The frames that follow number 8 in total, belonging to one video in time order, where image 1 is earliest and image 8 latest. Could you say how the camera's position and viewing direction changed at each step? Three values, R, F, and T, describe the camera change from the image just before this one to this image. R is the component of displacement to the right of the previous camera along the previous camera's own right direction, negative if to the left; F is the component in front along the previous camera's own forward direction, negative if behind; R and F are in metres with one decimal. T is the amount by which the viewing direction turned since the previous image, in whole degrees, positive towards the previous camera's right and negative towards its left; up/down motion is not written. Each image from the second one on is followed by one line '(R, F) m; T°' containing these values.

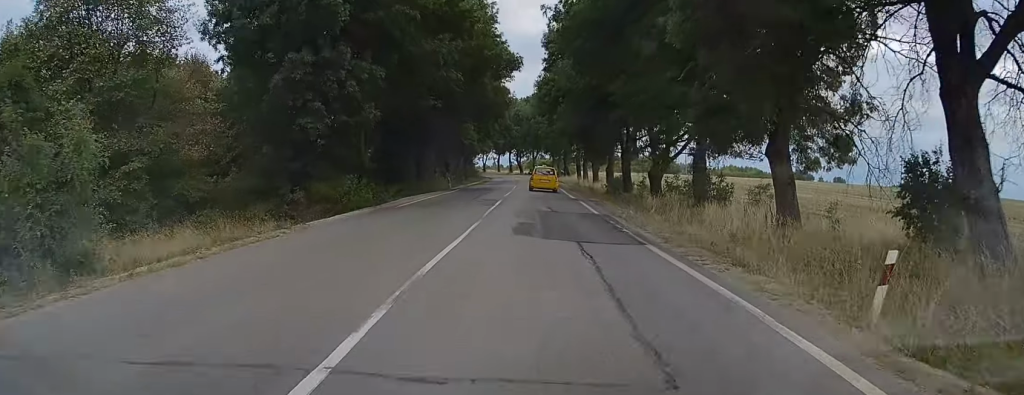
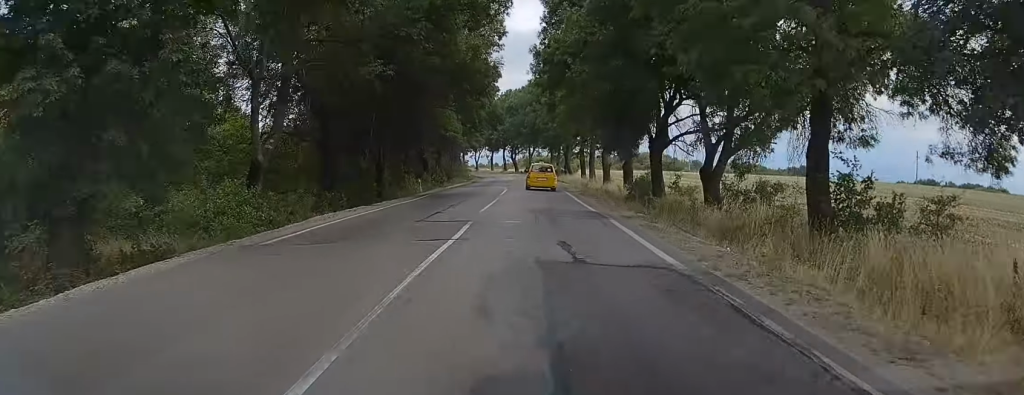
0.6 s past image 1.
(0.0, +13.6) m; 0°
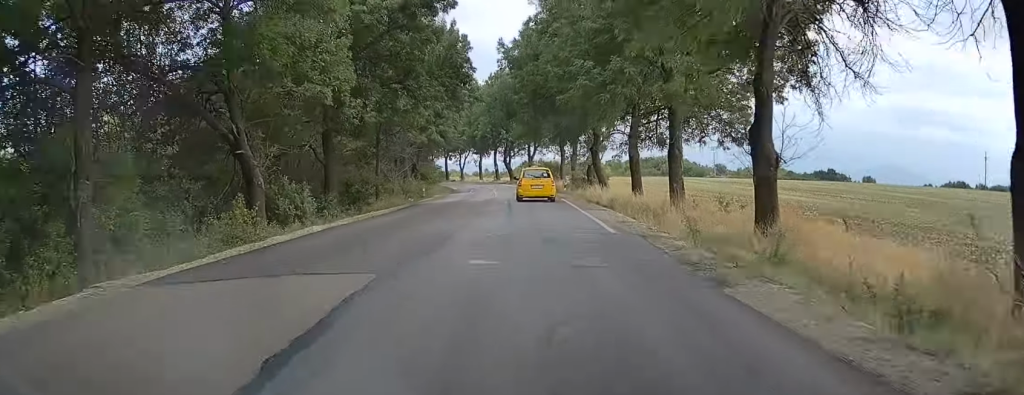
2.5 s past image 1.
(+0.2, +39.9) m; 0°
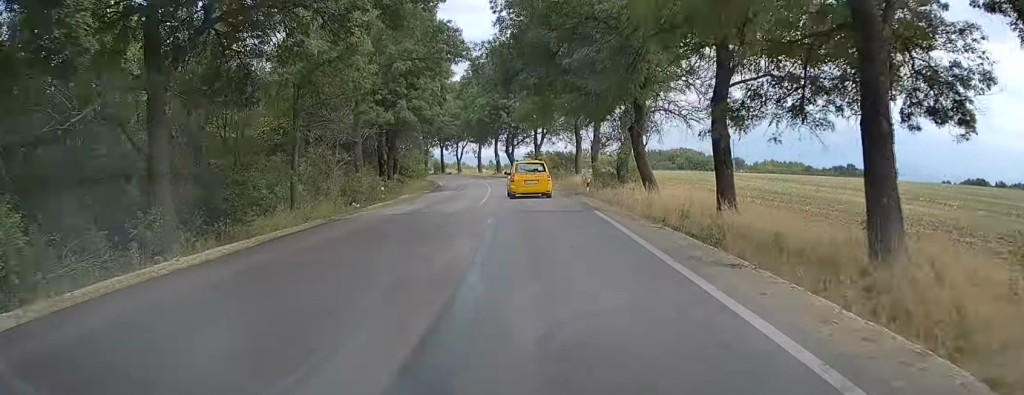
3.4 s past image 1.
(0.0, +16.9) m; -1°
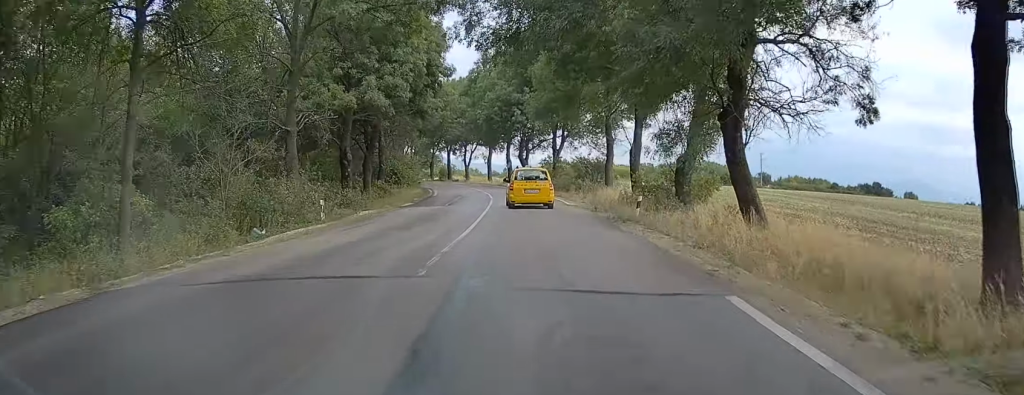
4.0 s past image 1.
(-0.1, +13.4) m; -1°
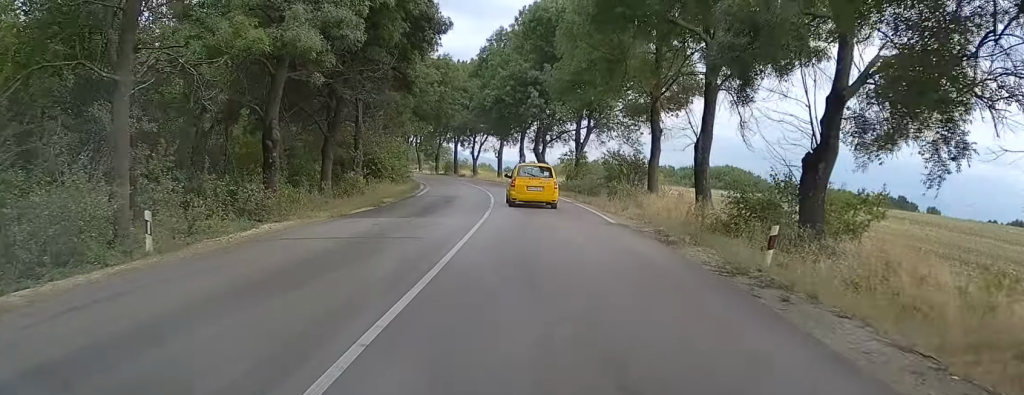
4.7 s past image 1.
(-0.1, +12.6) m; -1°
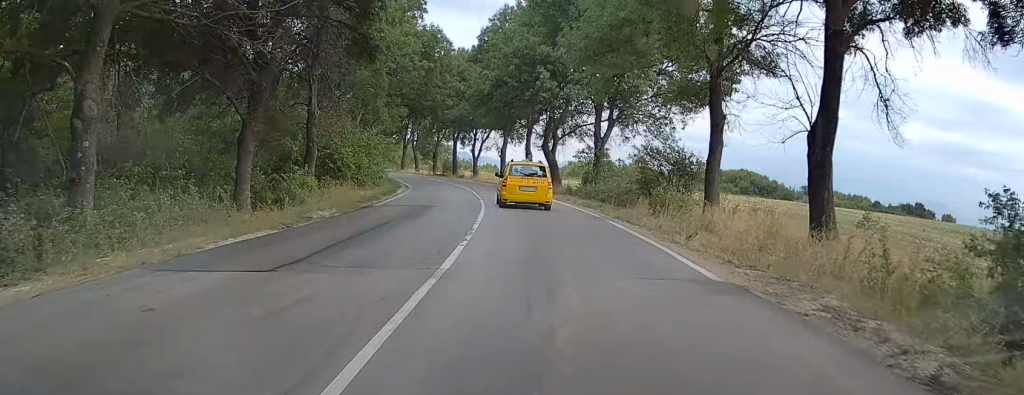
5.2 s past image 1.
(-0.1, +11.0) m; -1°
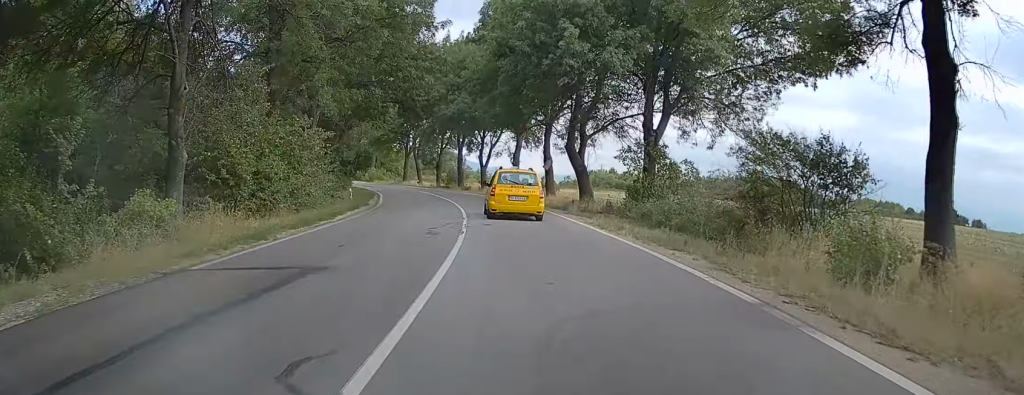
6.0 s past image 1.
(-0.1, +14.5) m; -2°
